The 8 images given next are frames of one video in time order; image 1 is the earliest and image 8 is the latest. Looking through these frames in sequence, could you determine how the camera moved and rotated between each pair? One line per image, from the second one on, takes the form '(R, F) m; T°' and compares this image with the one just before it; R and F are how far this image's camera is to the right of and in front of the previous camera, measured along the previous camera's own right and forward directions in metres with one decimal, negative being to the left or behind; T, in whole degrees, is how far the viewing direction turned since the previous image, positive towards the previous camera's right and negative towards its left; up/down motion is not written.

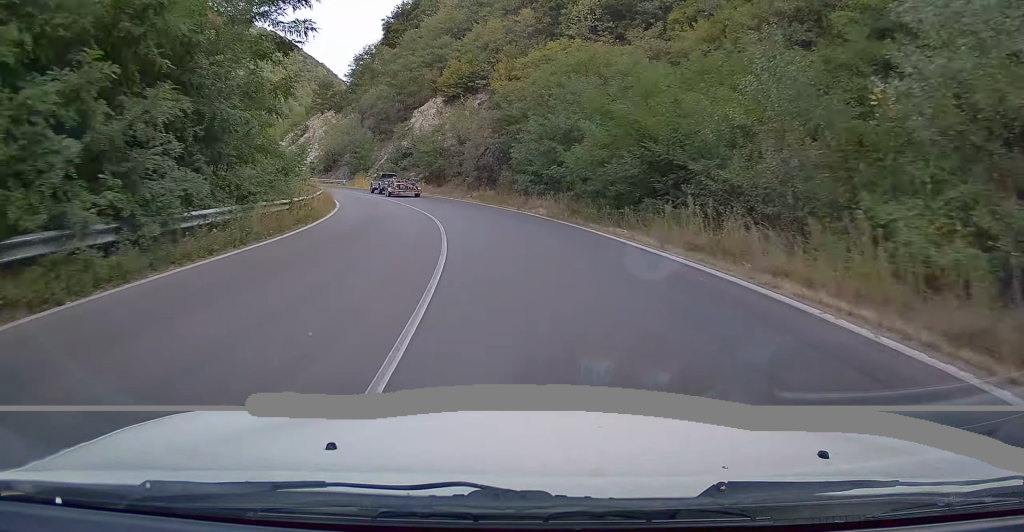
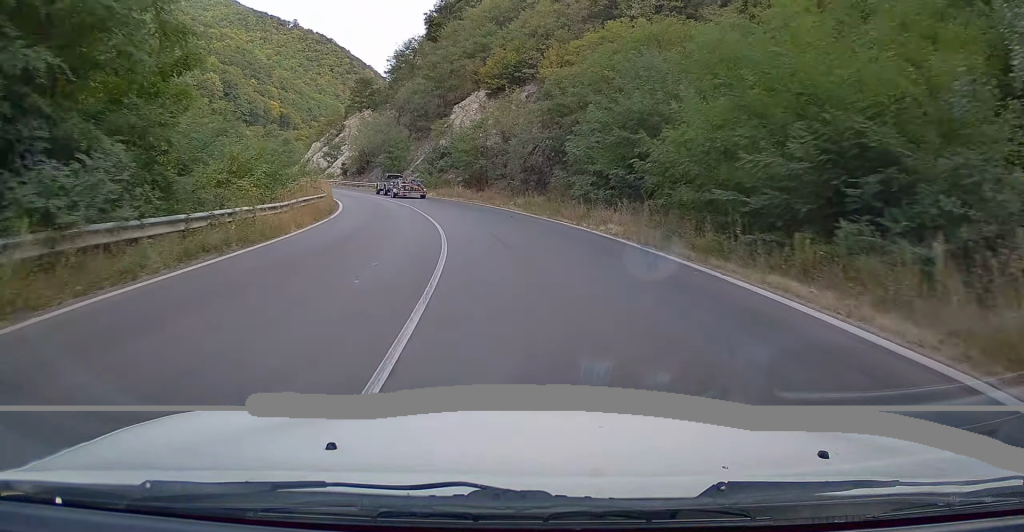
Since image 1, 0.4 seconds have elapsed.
(-0.3, +9.1) m; -4°
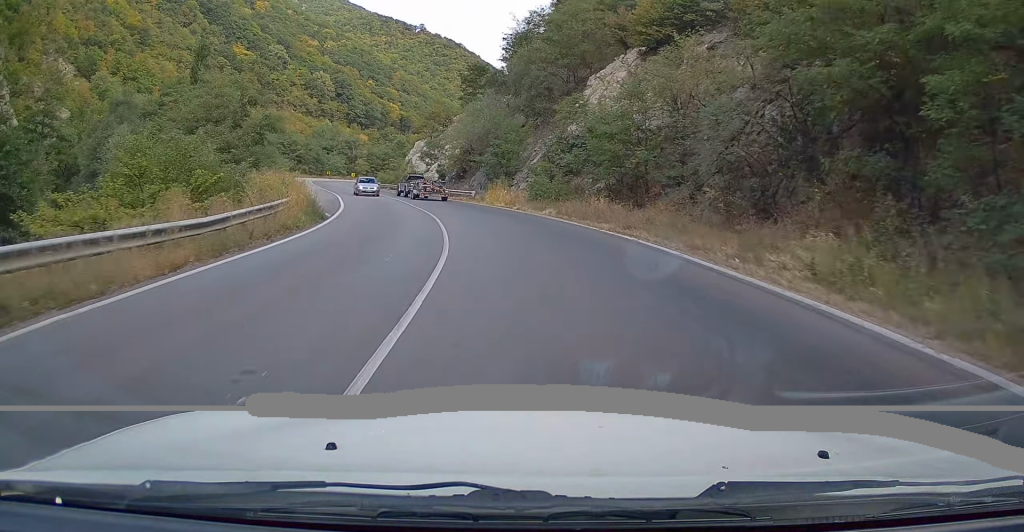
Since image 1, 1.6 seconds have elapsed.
(-2.1, +24.7) m; -10°
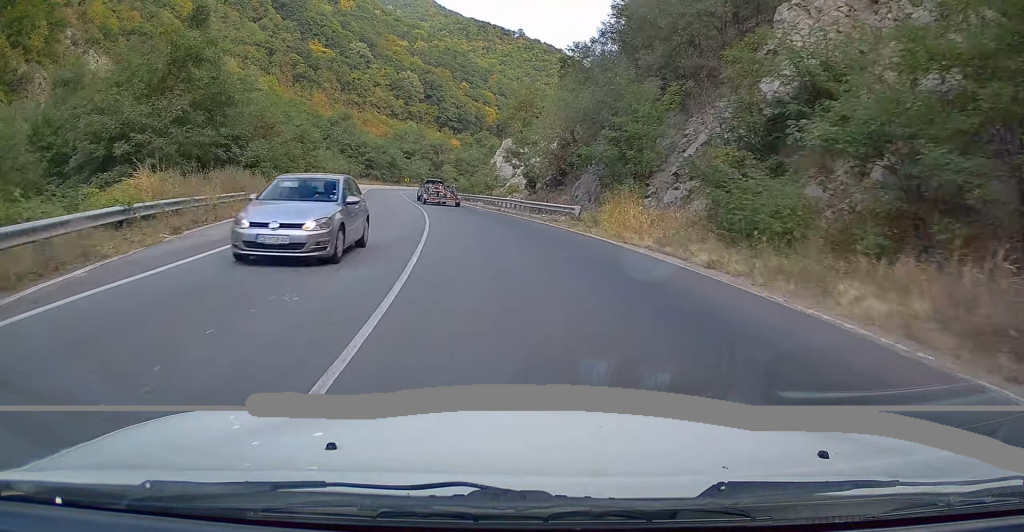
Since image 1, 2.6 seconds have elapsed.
(-1.9, +21.8) m; -11°
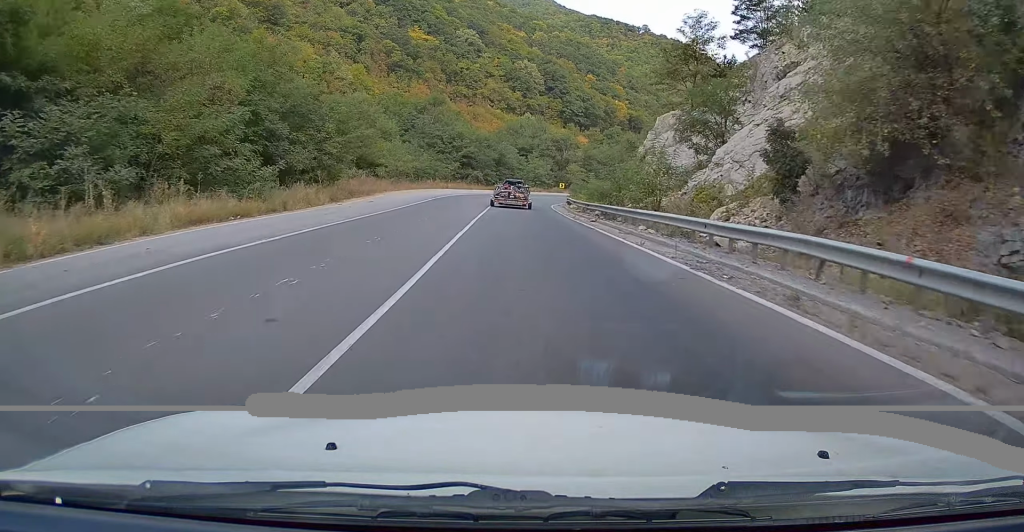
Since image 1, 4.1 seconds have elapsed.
(-3.9, +29.8) m; -15°
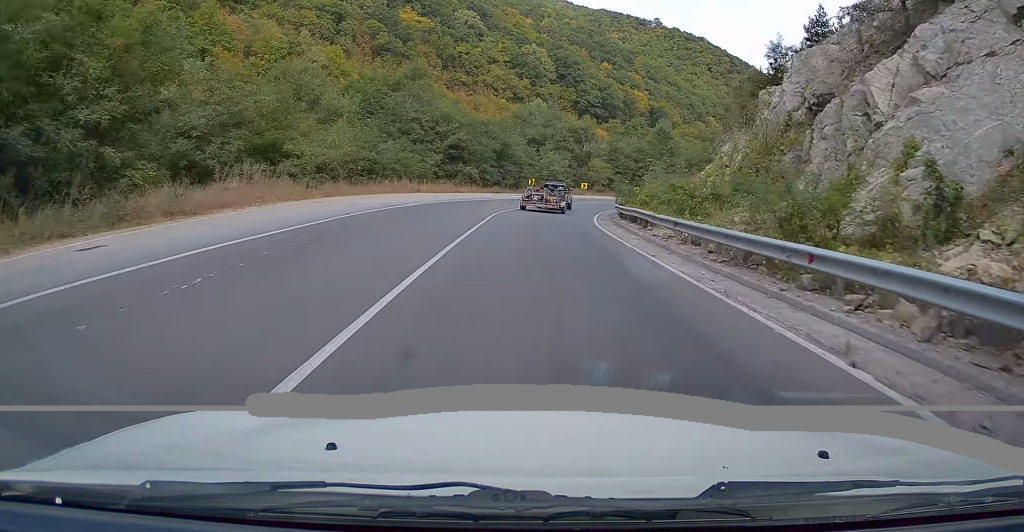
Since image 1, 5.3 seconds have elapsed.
(-2.3, +26.2) m; -6°
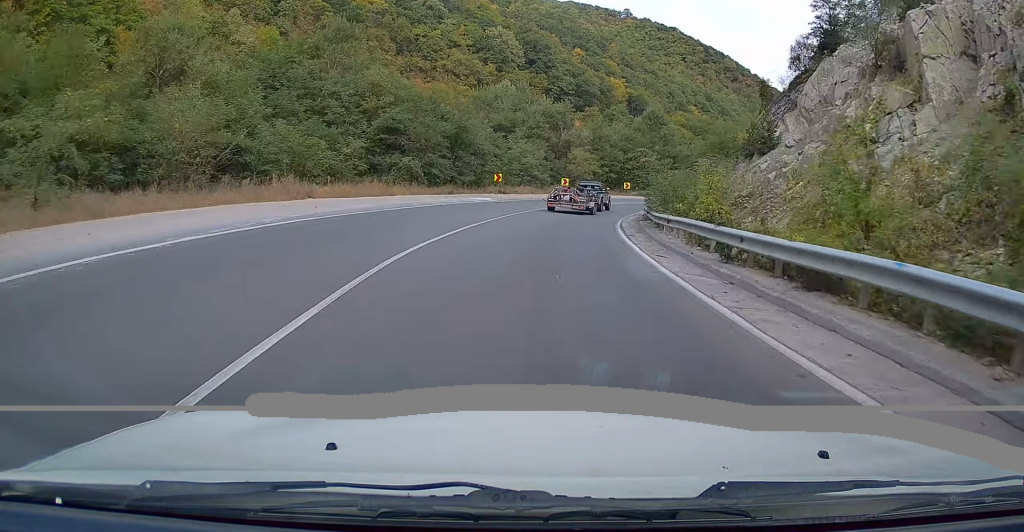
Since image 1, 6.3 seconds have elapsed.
(0.0, +20.0) m; +1°
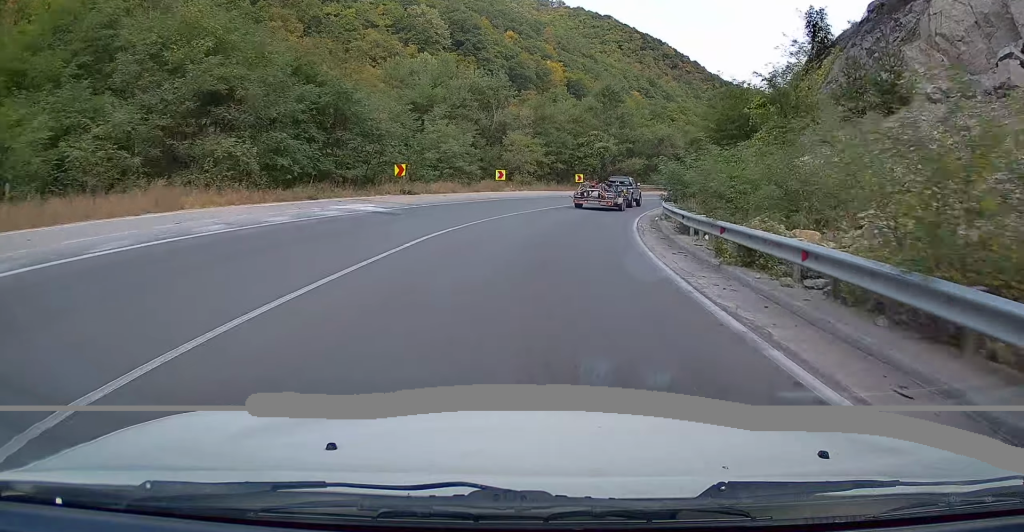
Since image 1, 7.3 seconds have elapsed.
(+0.3, +19.9) m; +3°
